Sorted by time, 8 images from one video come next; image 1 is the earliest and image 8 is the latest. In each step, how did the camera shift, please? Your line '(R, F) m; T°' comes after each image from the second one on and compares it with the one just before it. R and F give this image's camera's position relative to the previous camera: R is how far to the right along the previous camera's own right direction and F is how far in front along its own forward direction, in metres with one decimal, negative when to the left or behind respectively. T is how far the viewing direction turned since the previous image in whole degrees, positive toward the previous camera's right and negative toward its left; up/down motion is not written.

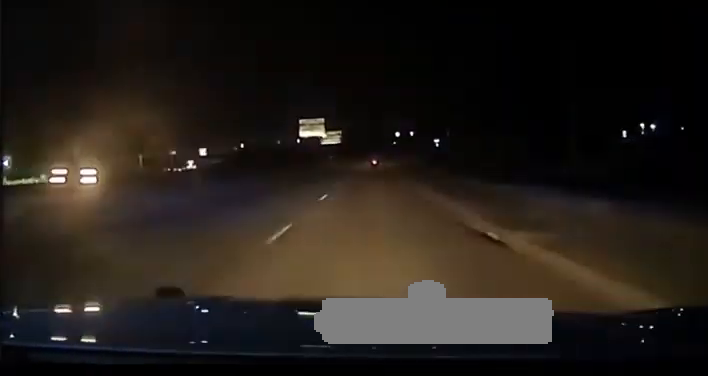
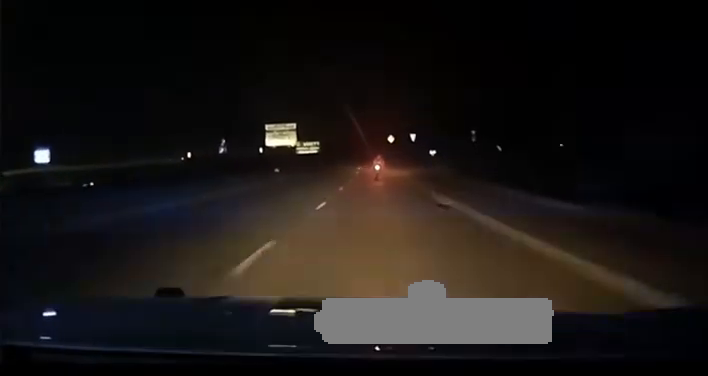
(+0.9, +46.6) m; +1°
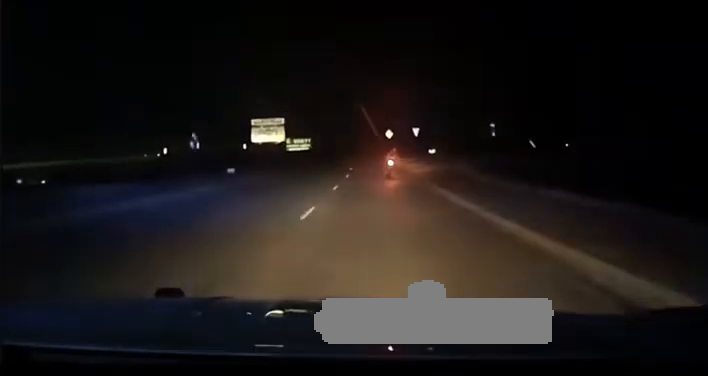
(0.0, +17.7) m; +1°
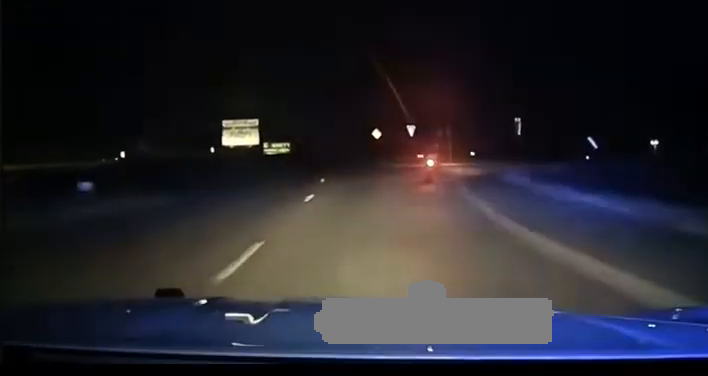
(-0.1, +21.9) m; +2°
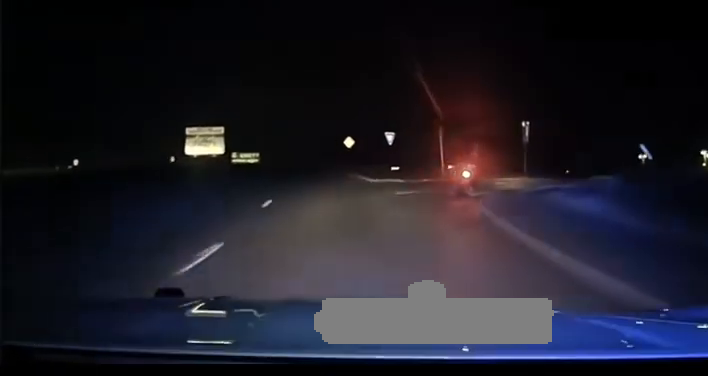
(+0.3, +13.8) m; +3°
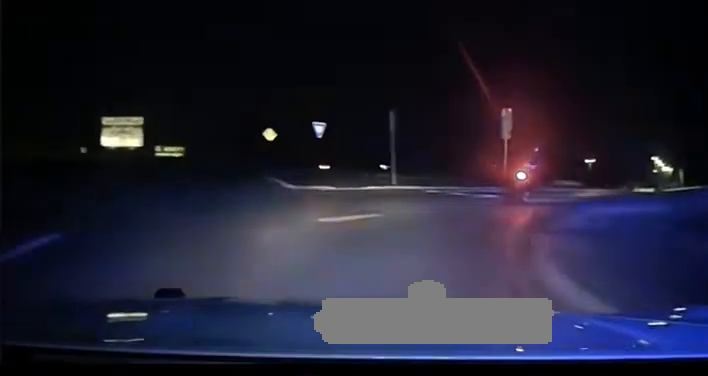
(+0.5, +15.5) m; +6°
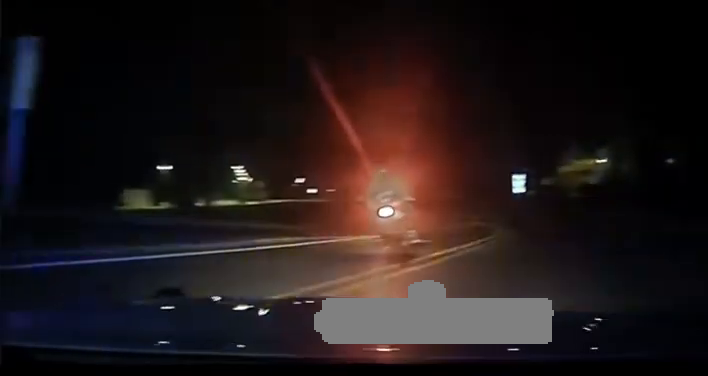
(+3.7, +23.3) m; +22°
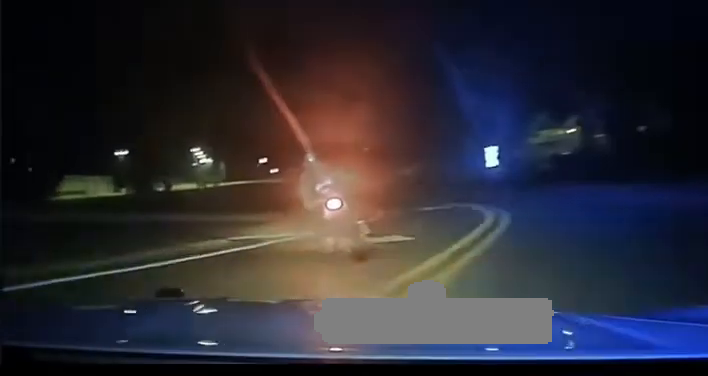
(+0.3, +4.8) m; 0°
